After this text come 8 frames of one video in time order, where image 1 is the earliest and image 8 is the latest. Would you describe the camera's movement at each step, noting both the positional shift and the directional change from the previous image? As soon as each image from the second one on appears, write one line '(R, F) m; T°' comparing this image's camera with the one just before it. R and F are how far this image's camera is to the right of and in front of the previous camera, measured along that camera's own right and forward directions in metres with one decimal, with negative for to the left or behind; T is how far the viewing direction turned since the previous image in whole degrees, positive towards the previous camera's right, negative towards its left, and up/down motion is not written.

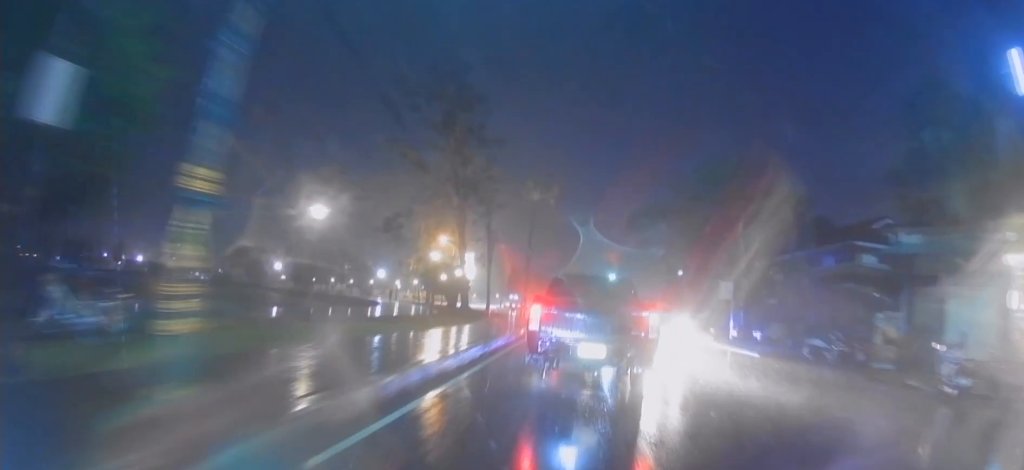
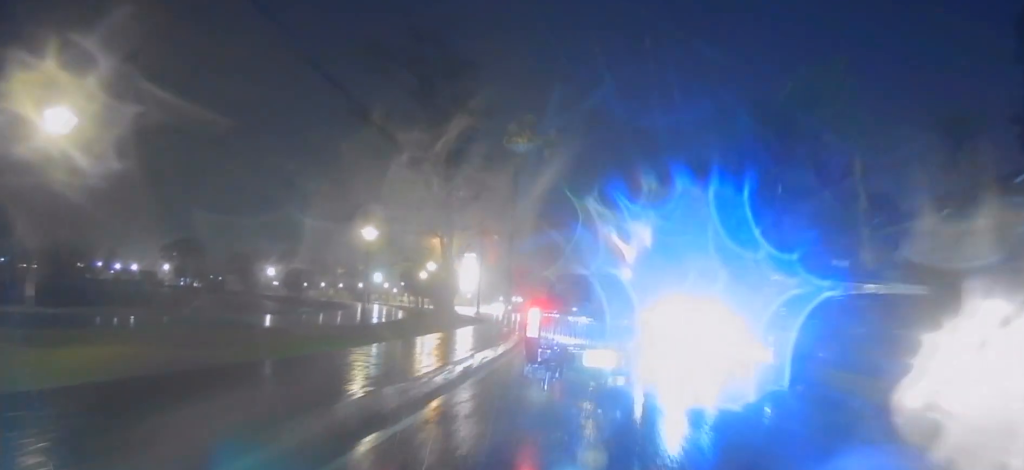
(-0.7, +11.9) m; -3°
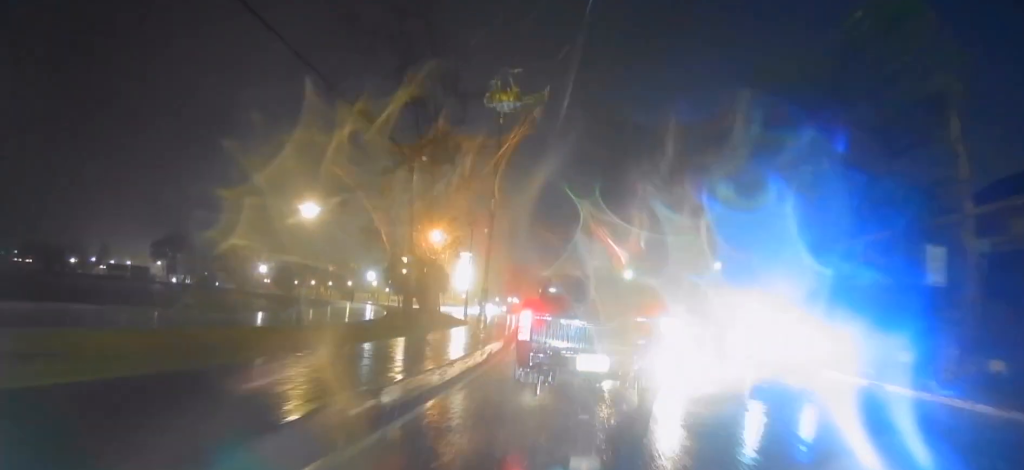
(+0.5, +5.1) m; +2°
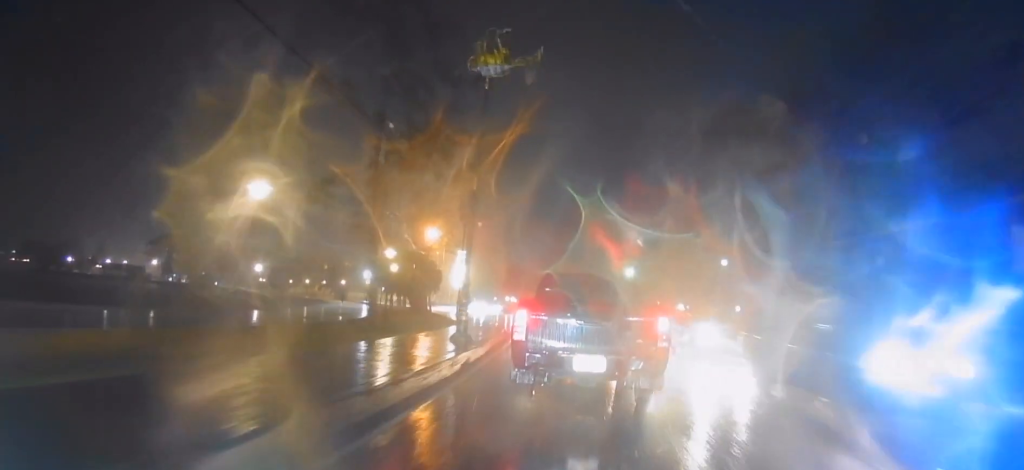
(+0.2, +2.9) m; +1°
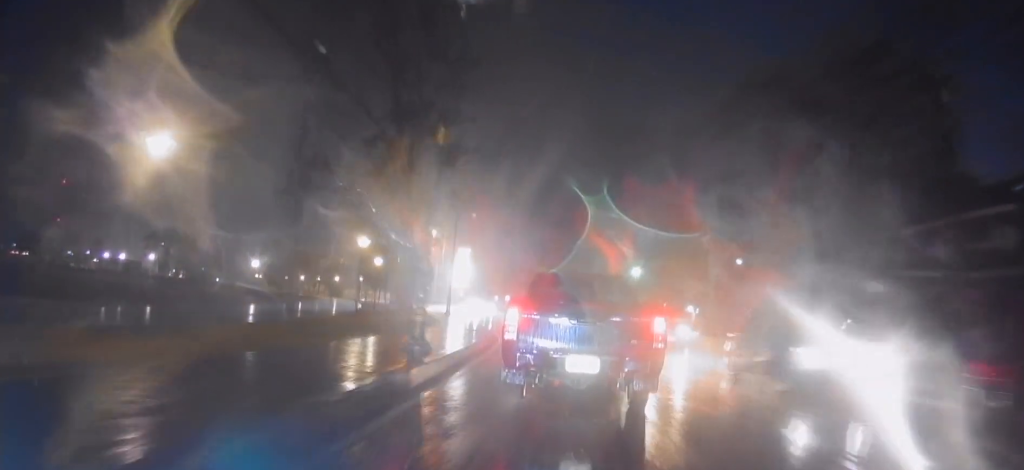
(-0.3, +4.2) m; 0°
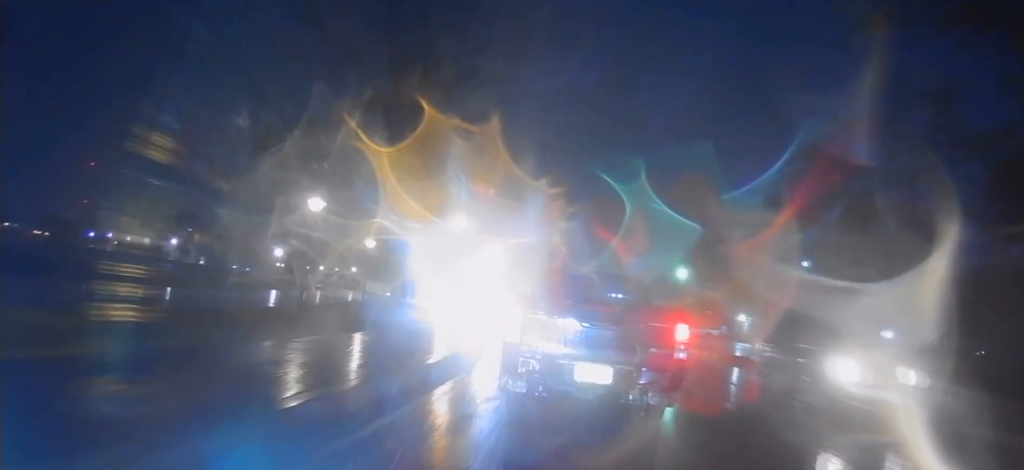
(+0.3, +8.1) m; -5°
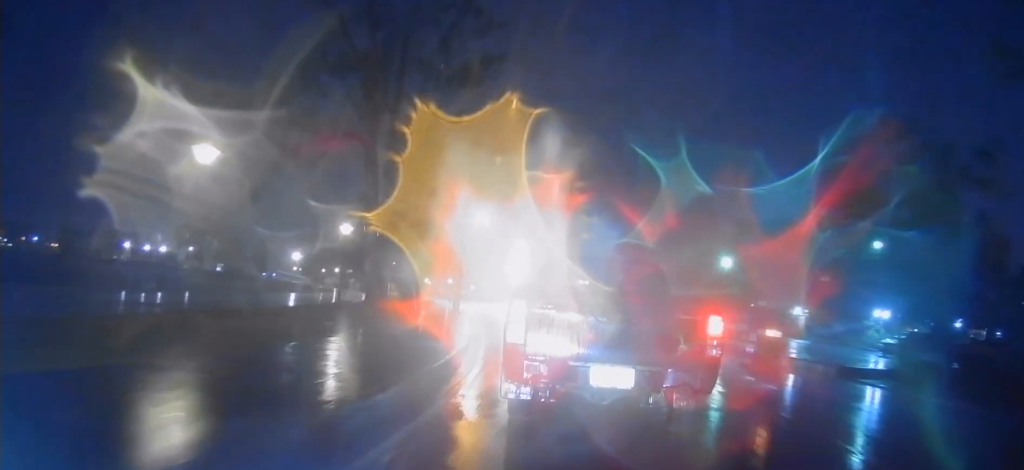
(-1.1, +7.1) m; -5°
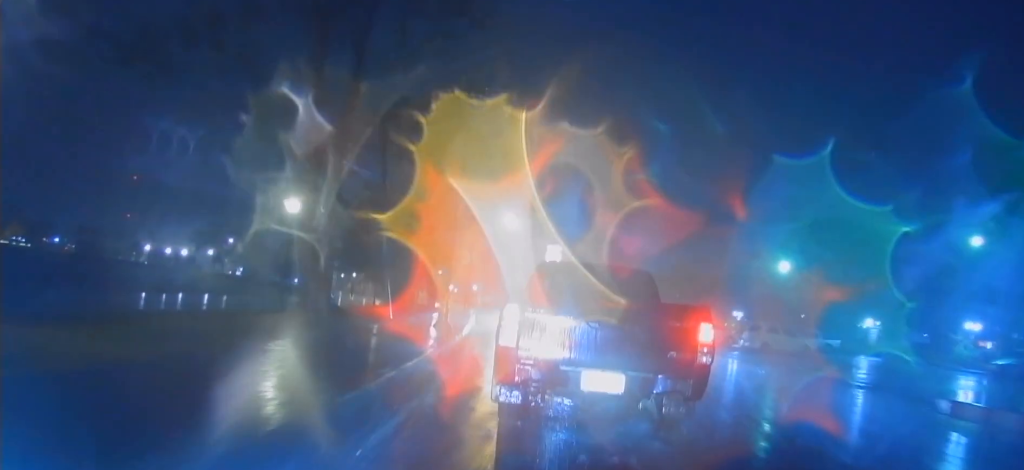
(+0.2, +8.1) m; -2°
